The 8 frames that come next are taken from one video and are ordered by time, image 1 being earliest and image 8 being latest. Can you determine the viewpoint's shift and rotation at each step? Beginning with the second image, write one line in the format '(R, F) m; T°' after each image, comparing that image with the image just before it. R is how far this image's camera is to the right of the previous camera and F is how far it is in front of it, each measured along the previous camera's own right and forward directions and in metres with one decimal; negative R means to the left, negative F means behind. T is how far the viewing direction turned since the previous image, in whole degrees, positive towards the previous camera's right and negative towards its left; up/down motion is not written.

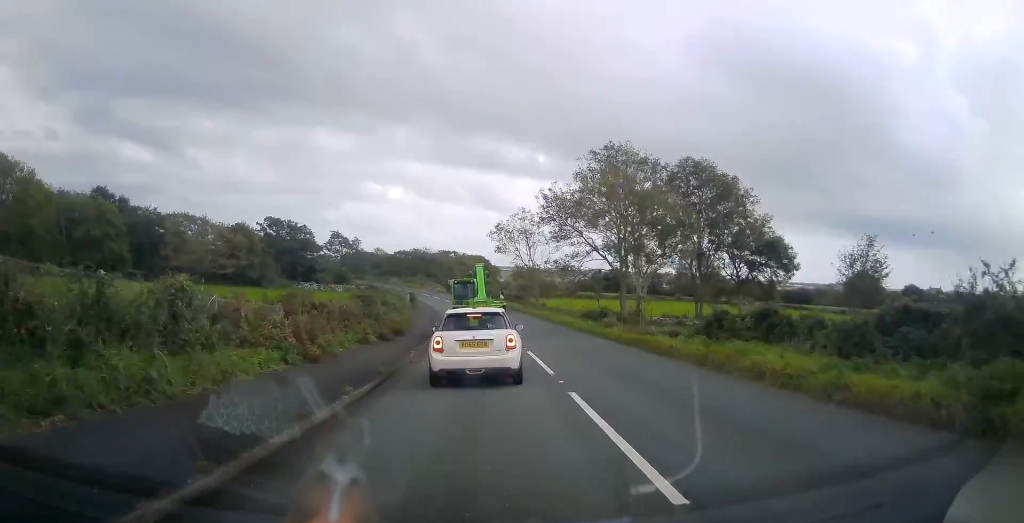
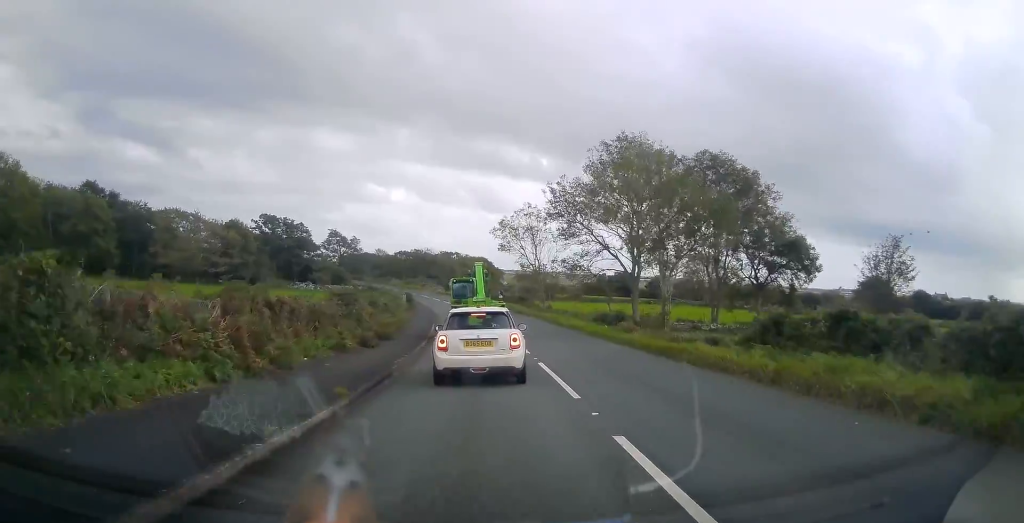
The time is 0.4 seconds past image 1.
(0.0, +3.7) m; 0°
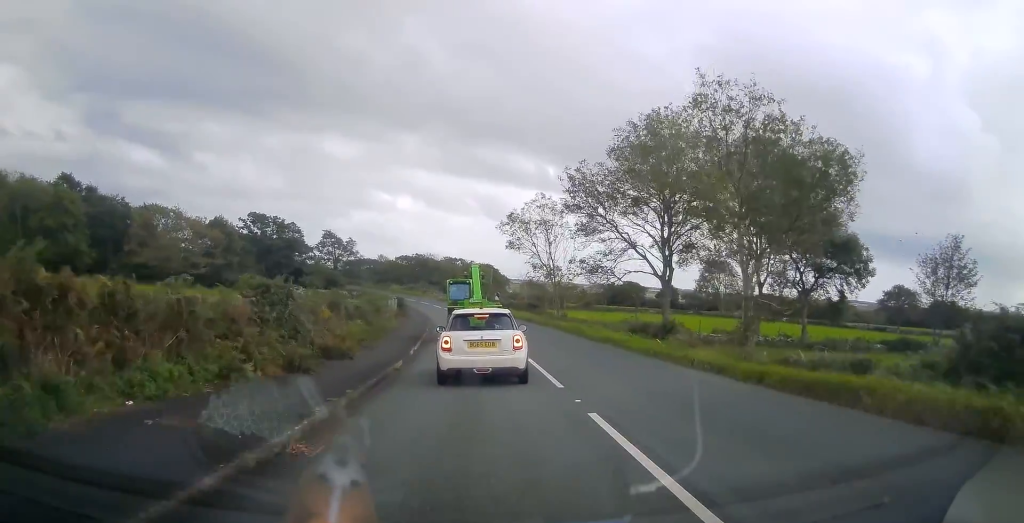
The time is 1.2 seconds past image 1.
(-0.1, +7.6) m; -1°
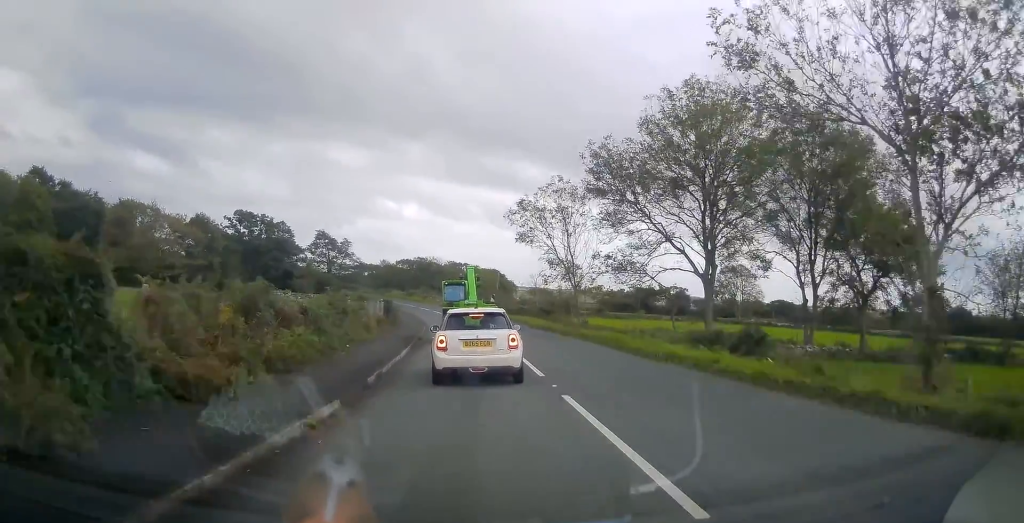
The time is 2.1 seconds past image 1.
(0.0, +7.5) m; -1°
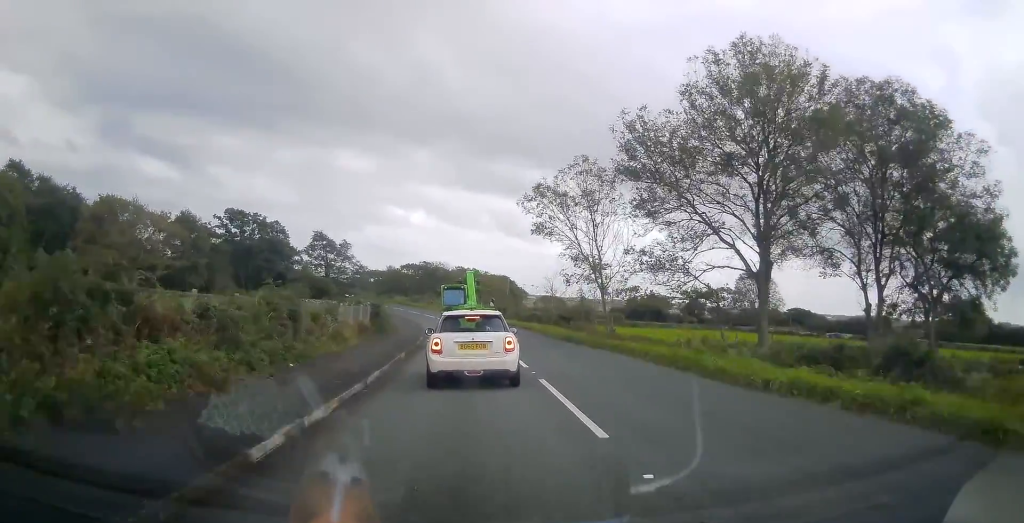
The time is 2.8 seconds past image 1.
(0.0, +6.2) m; -1°
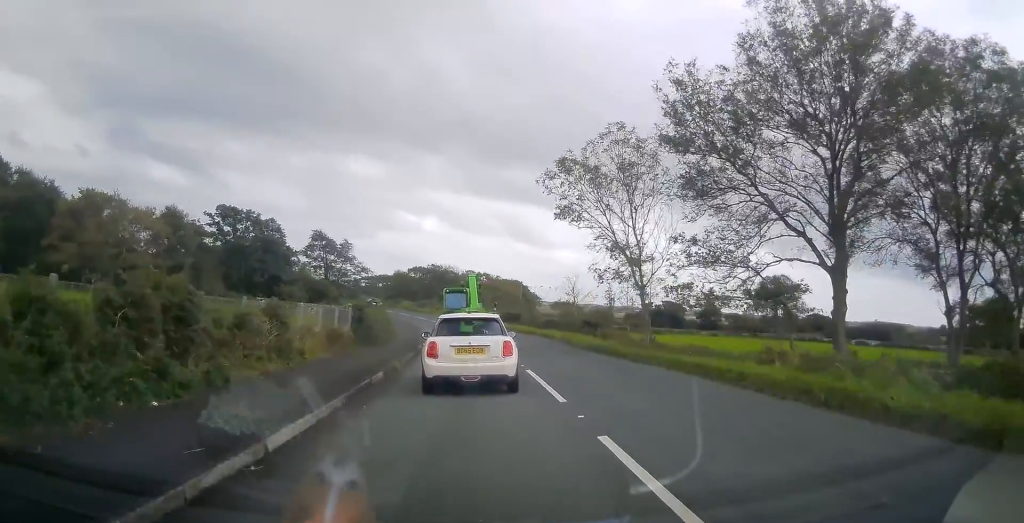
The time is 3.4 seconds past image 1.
(-0.1, +5.9) m; -1°
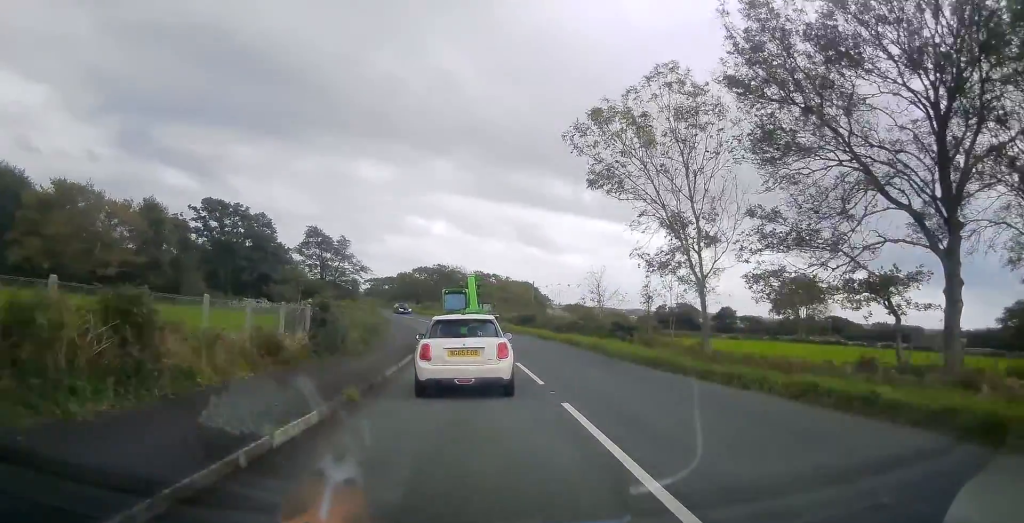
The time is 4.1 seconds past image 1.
(-0.1, +6.2) m; -1°
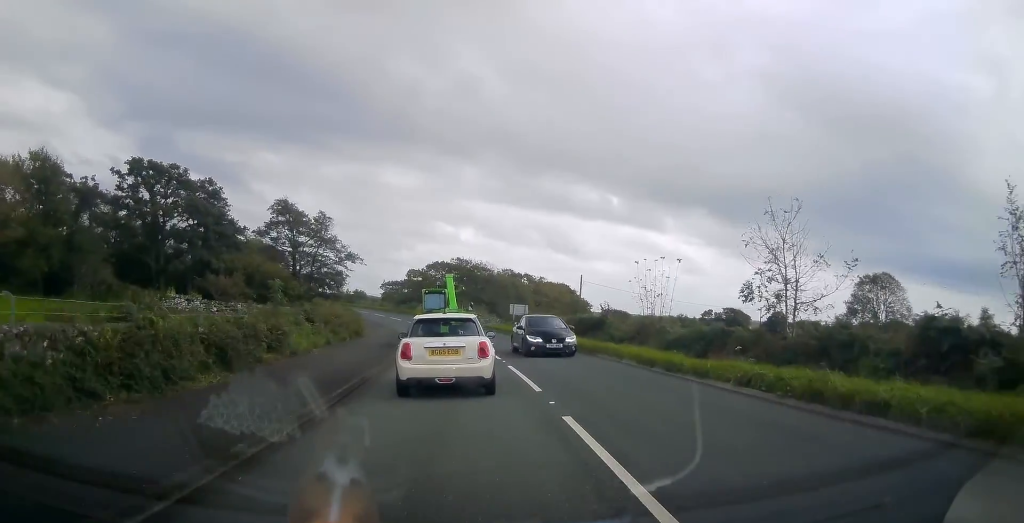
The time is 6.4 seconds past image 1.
(-0.3, +20.0) m; -3°
